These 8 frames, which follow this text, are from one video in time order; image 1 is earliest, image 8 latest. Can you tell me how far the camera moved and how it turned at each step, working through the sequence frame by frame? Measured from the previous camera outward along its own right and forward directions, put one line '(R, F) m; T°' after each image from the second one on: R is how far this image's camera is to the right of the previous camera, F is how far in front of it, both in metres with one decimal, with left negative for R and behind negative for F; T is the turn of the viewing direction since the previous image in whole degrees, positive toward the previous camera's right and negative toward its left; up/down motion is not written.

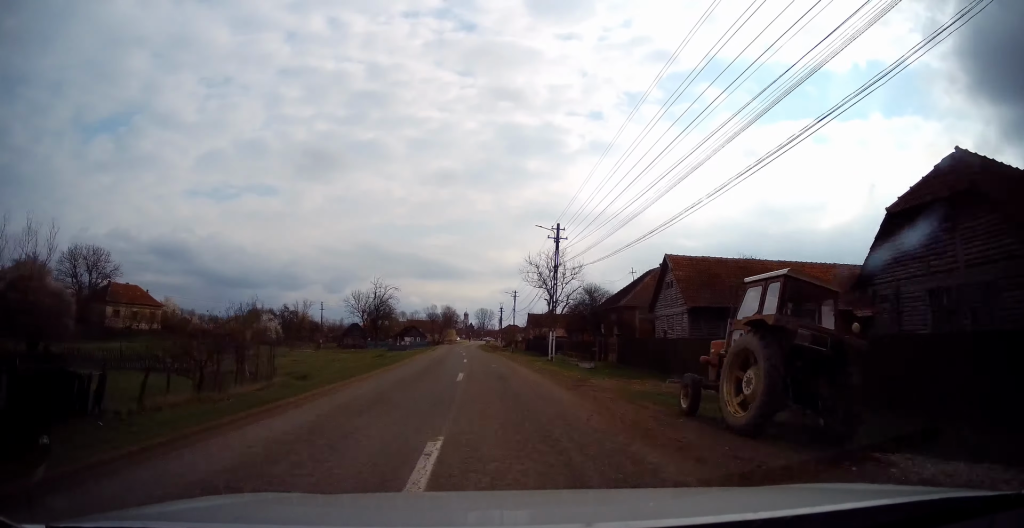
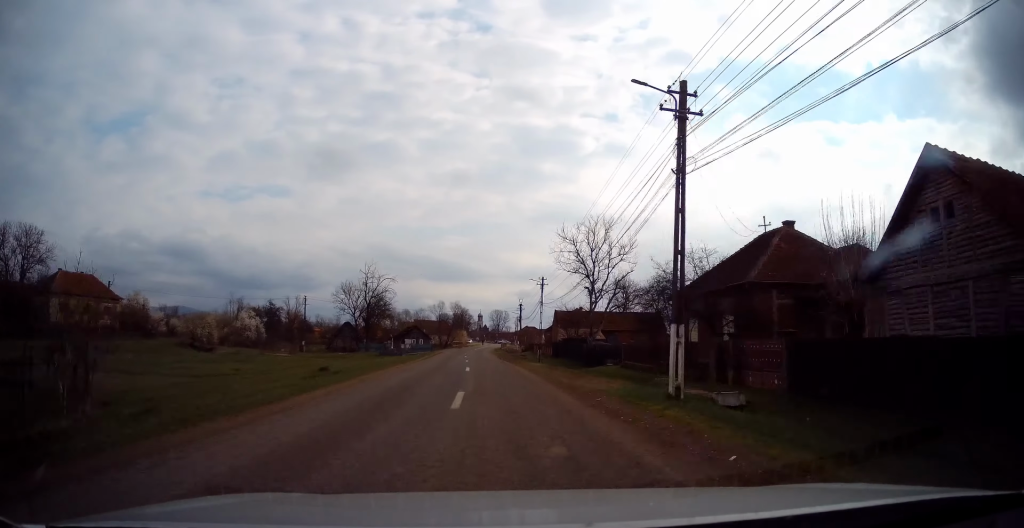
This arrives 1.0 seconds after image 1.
(0.0, +18.0) m; -2°
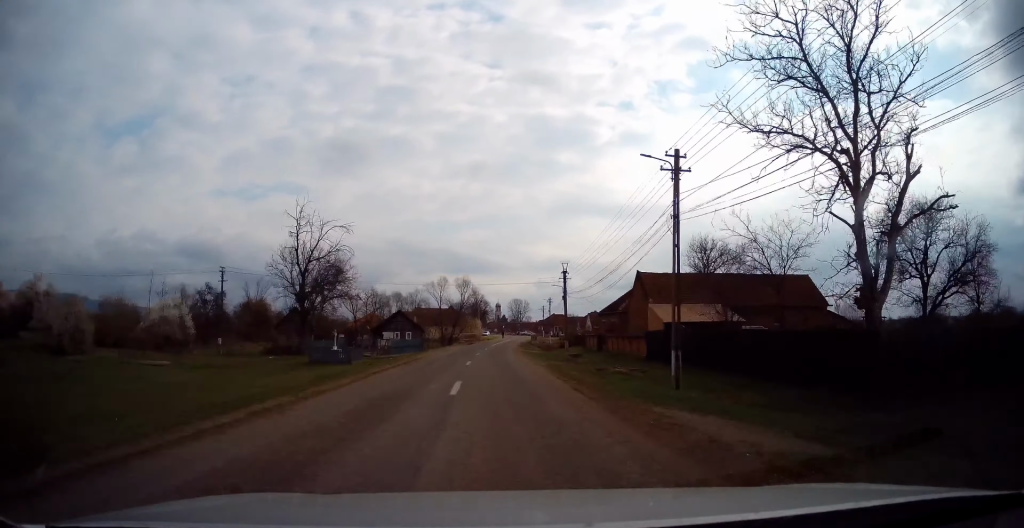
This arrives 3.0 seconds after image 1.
(-0.4, +33.6) m; 0°
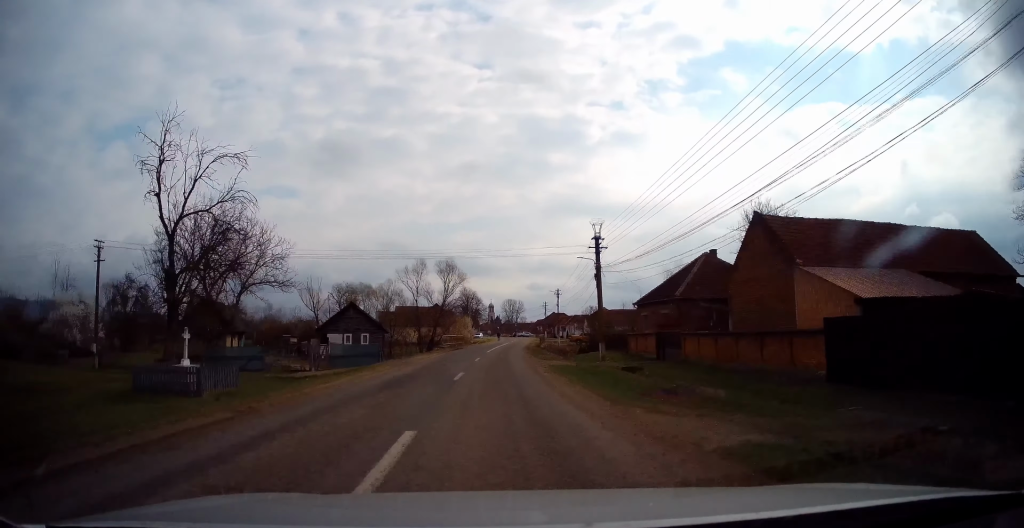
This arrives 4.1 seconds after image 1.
(-0.2, +18.9) m; -1°
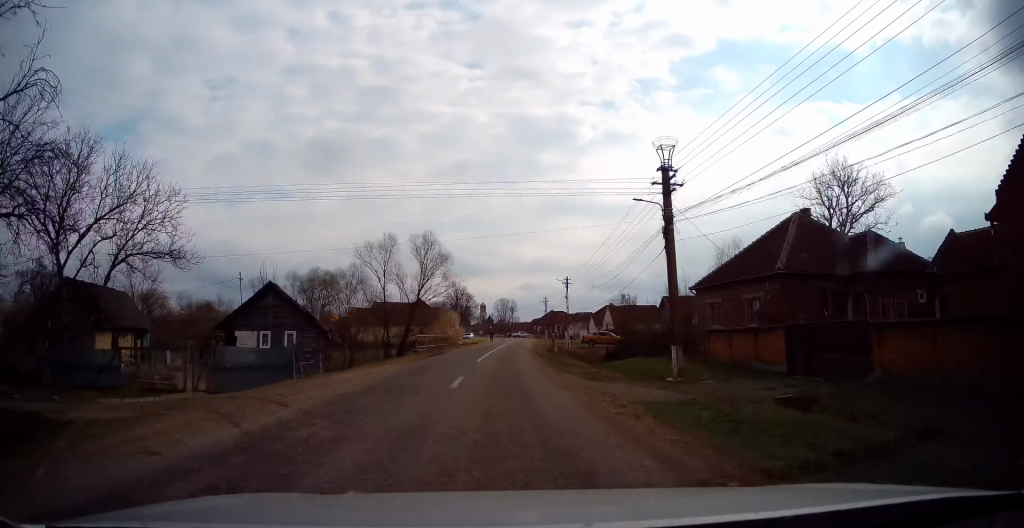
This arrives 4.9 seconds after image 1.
(-0.3, +14.8) m; +1°
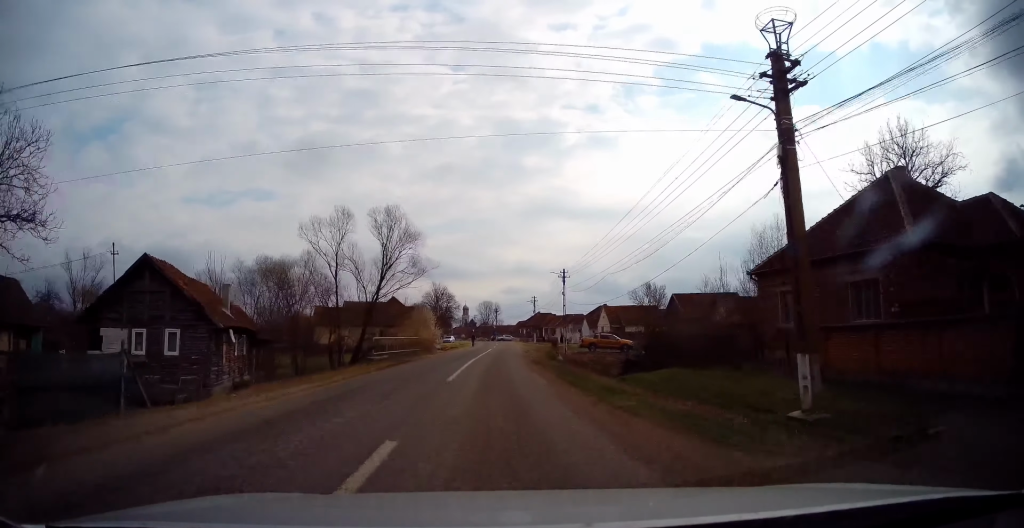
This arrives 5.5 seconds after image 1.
(+0.2, +9.6) m; +2°
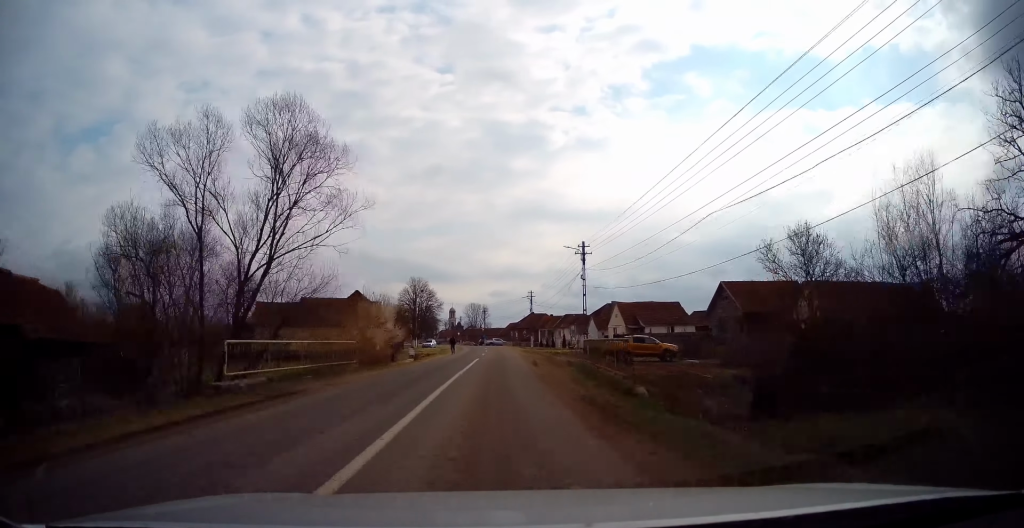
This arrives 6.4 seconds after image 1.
(+0.5, +15.7) m; +2°
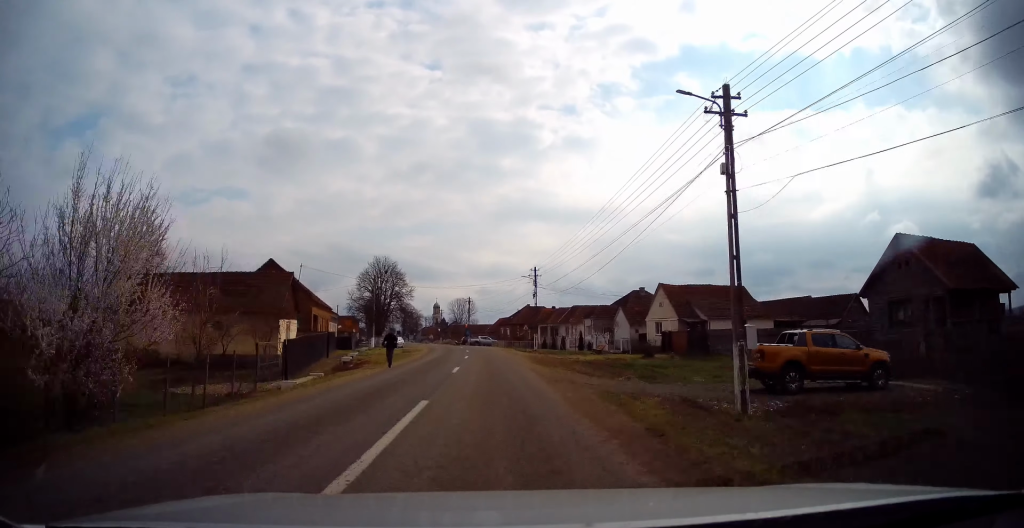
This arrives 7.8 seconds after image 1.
(+0.2, +23.0) m; +1°
